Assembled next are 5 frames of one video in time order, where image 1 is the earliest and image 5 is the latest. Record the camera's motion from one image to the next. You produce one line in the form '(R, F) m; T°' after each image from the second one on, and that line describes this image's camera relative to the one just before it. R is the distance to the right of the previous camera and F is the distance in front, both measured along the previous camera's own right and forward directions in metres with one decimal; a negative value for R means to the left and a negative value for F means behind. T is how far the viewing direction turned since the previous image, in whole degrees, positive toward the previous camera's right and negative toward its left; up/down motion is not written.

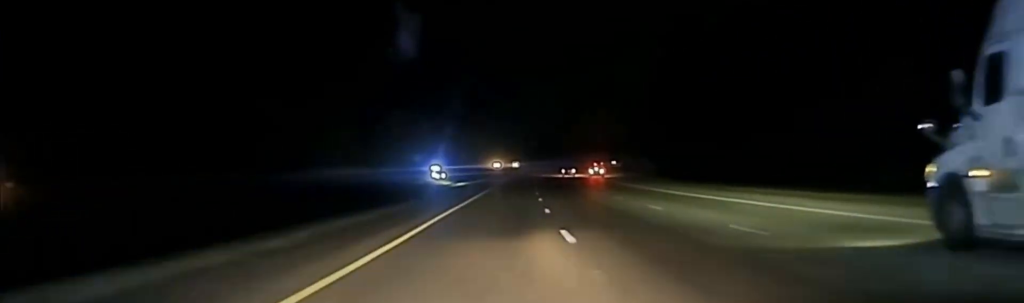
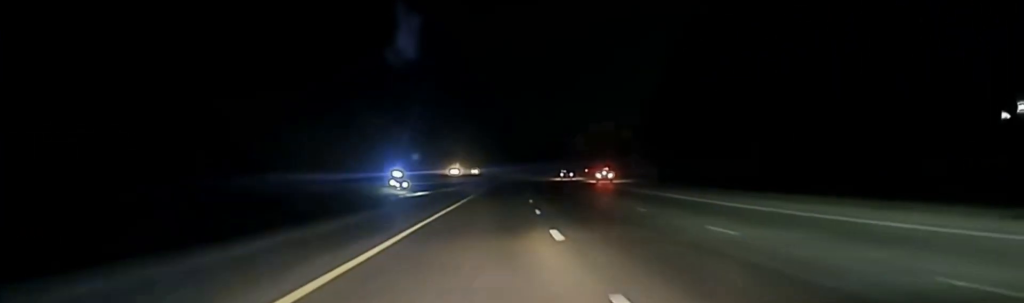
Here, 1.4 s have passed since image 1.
(+0.3, +31.1) m; +2°
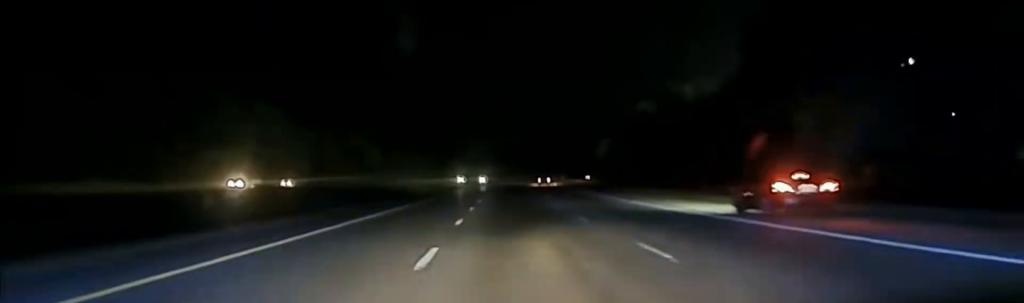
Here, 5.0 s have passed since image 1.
(+3.6, +107.2) m; +4°
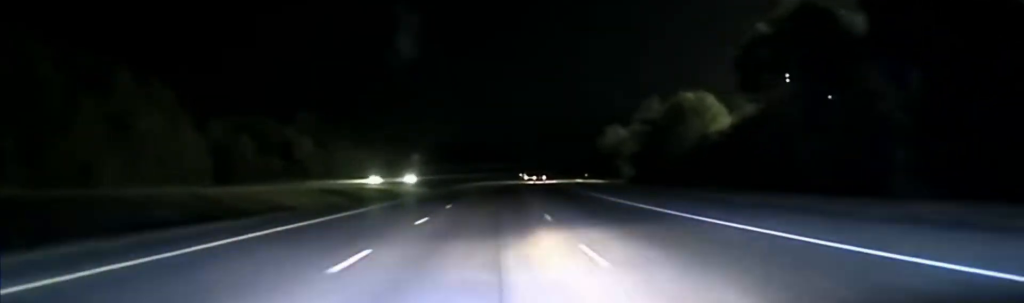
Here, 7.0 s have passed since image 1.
(+1.1, +74.4) m; +1°
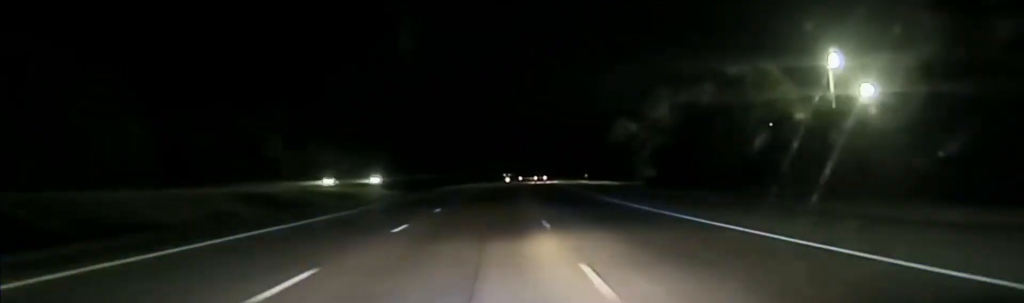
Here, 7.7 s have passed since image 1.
(+0.1, +27.2) m; +1°
